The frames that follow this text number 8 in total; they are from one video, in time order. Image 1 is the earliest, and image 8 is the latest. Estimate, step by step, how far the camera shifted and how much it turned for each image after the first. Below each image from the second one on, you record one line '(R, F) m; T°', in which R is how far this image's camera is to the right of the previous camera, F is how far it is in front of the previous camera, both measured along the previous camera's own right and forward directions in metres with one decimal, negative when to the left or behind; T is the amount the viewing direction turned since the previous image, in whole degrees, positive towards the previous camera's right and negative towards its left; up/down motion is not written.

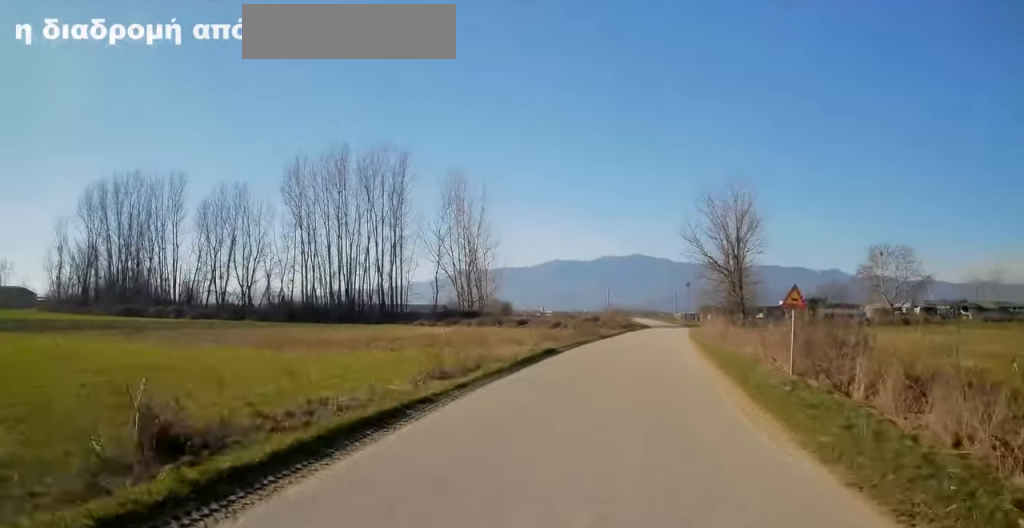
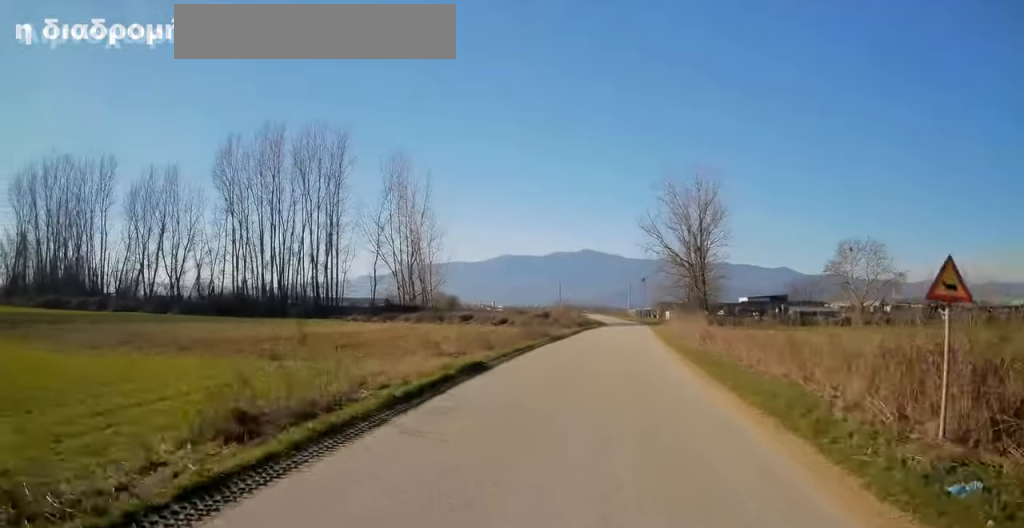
(0.0, +7.5) m; +4°
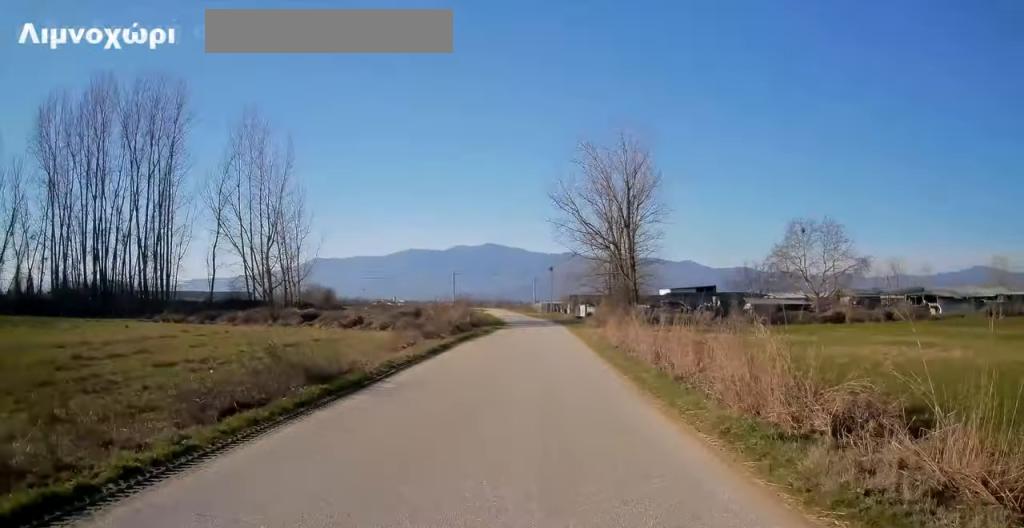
(+2.5, +20.1) m; +11°
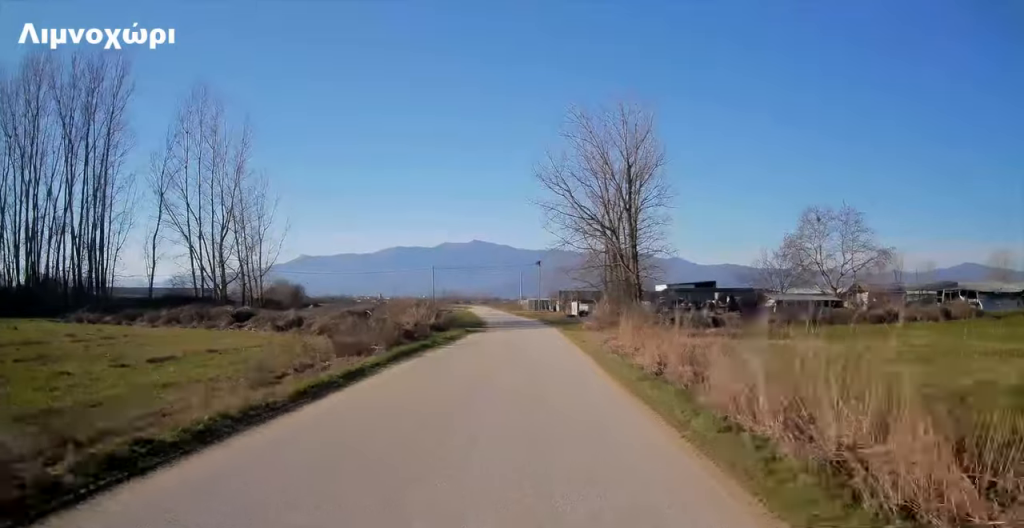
(+0.4, +9.7) m; +3°
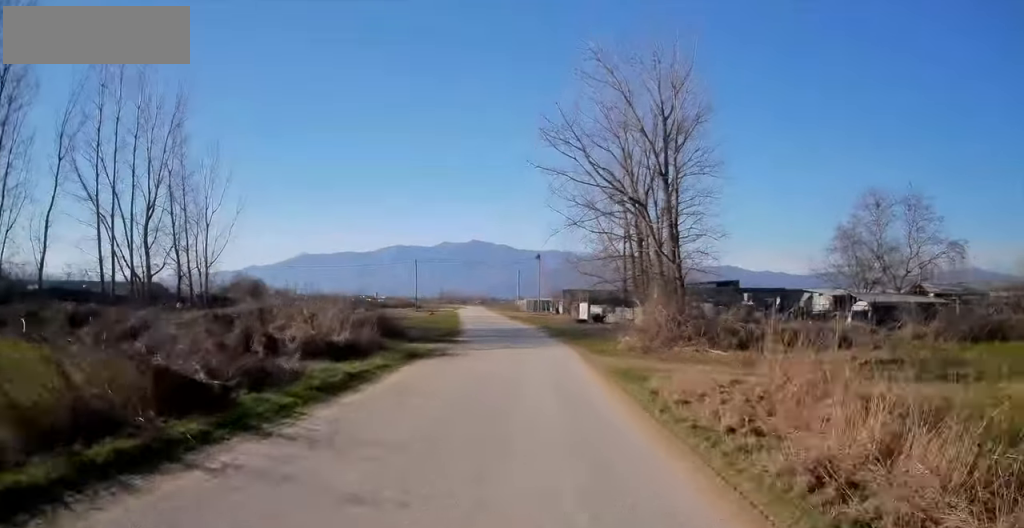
(+0.3, +16.0) m; +1°
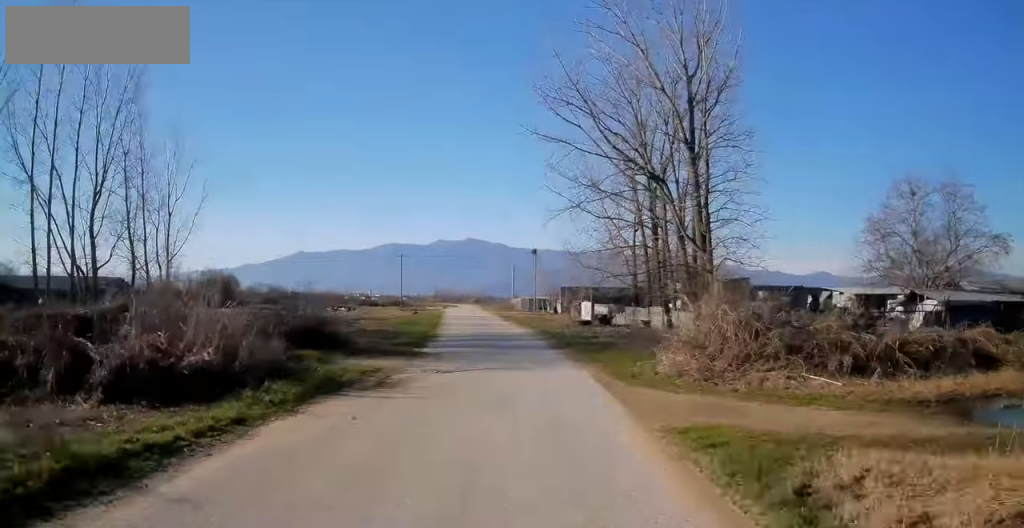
(0.0, +8.0) m; 0°
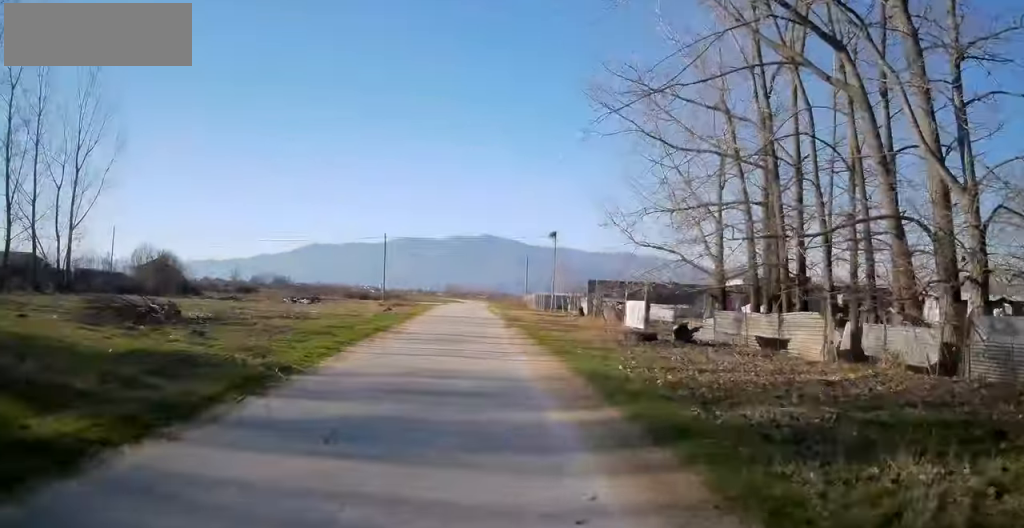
(-0.3, +19.3) m; -3°
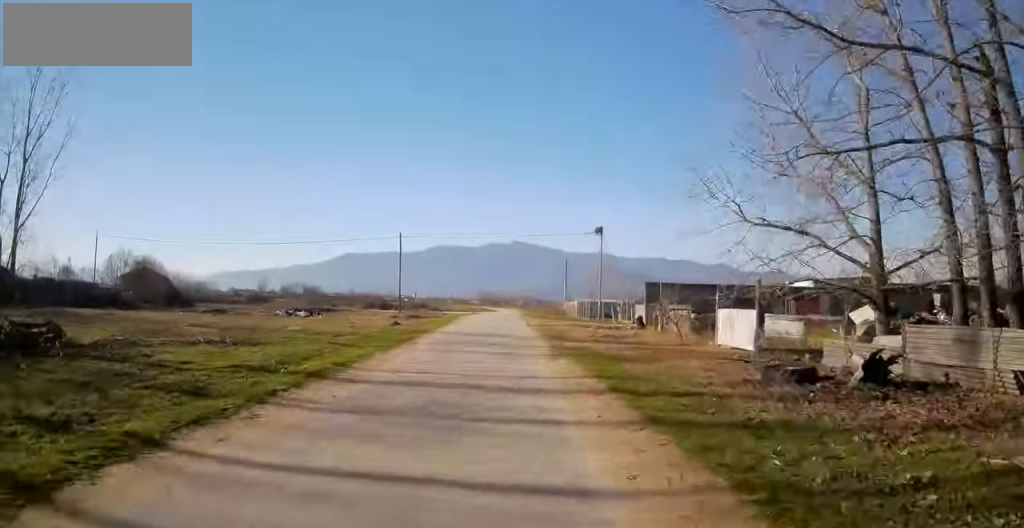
(-0.2, +11.3) m; -2°
